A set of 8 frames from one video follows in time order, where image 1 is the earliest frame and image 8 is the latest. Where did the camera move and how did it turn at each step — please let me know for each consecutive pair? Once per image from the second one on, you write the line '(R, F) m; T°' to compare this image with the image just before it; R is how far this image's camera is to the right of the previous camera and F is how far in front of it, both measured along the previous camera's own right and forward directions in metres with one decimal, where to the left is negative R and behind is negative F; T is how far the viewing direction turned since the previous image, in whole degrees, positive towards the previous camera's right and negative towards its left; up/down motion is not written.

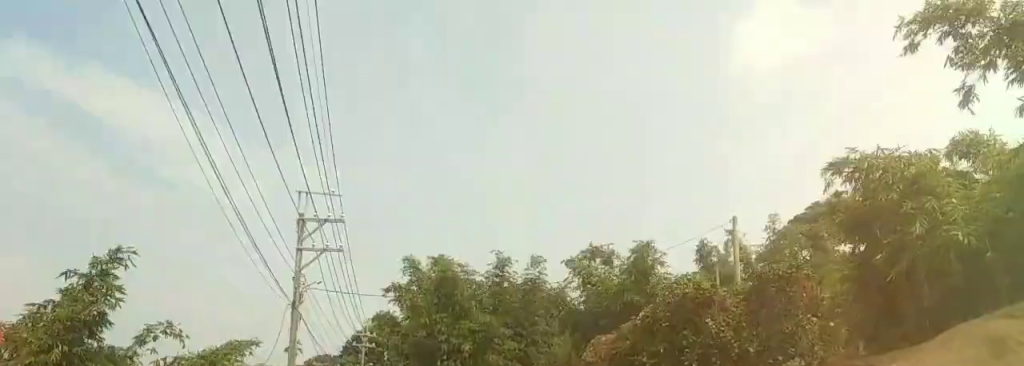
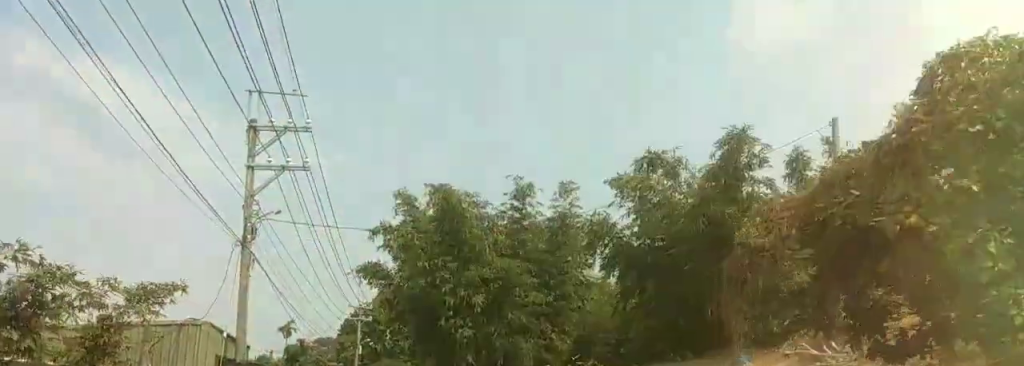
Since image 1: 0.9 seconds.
(0.0, +8.7) m; 0°
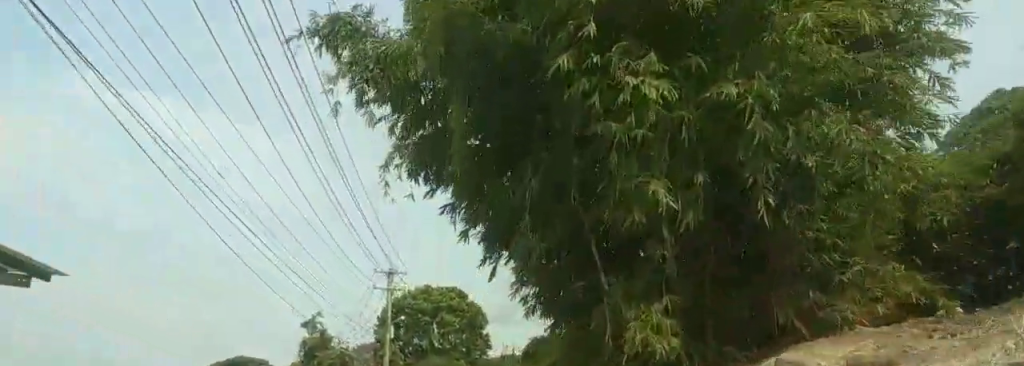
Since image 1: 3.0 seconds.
(0.0, +18.8) m; 0°
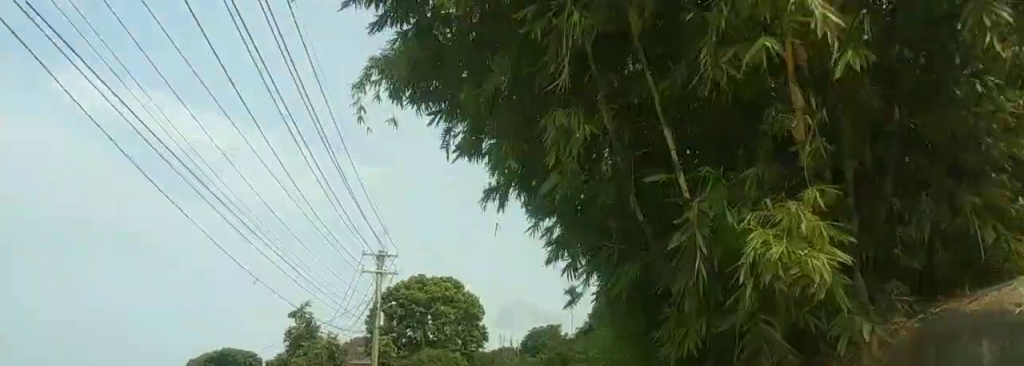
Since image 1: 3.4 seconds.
(0.0, +3.4) m; 0°
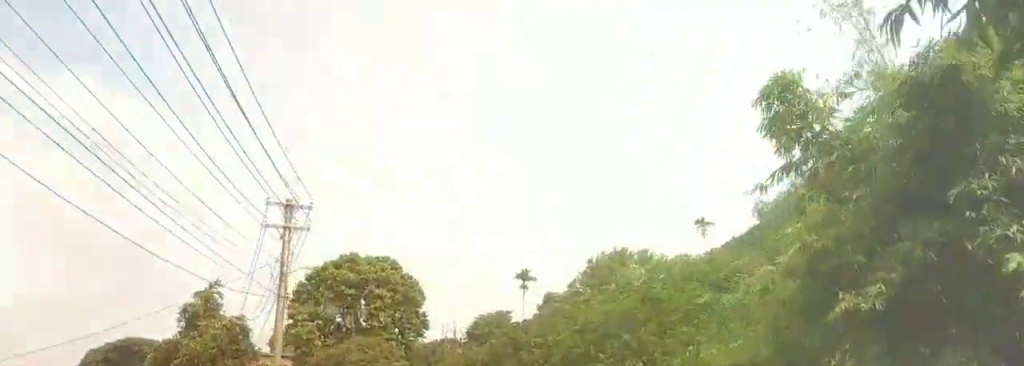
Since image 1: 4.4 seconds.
(0.0, +8.0) m; +1°
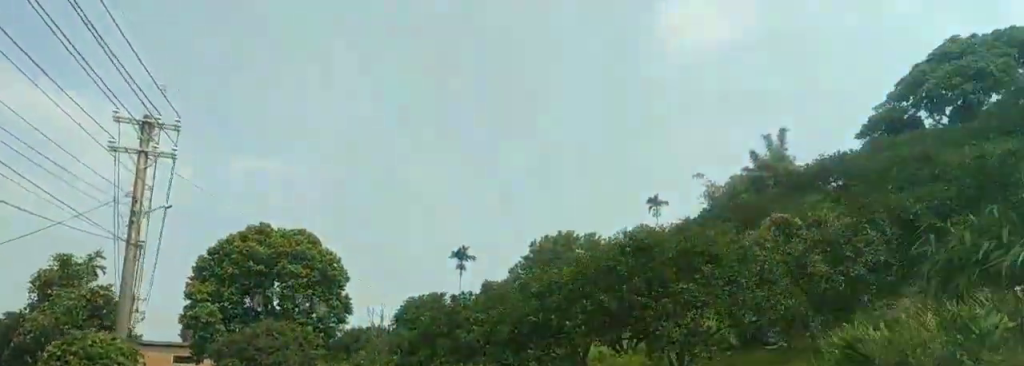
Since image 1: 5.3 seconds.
(+0.1, +7.7) m; +1°
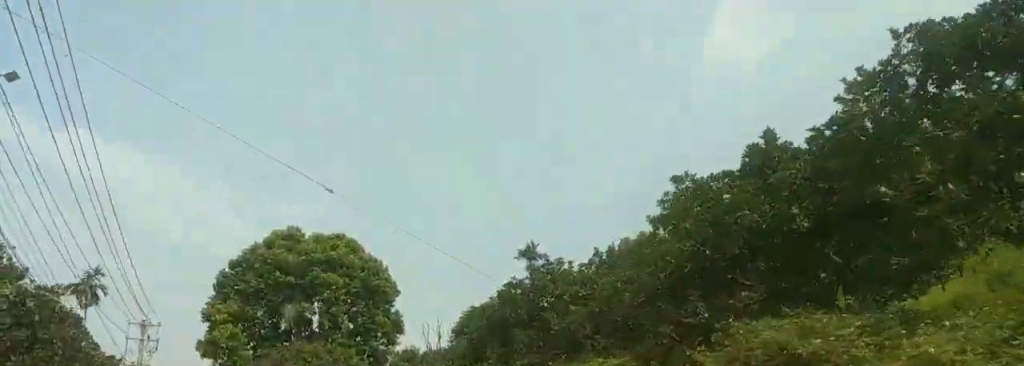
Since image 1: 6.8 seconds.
(+0.1, +12.0) m; -3°
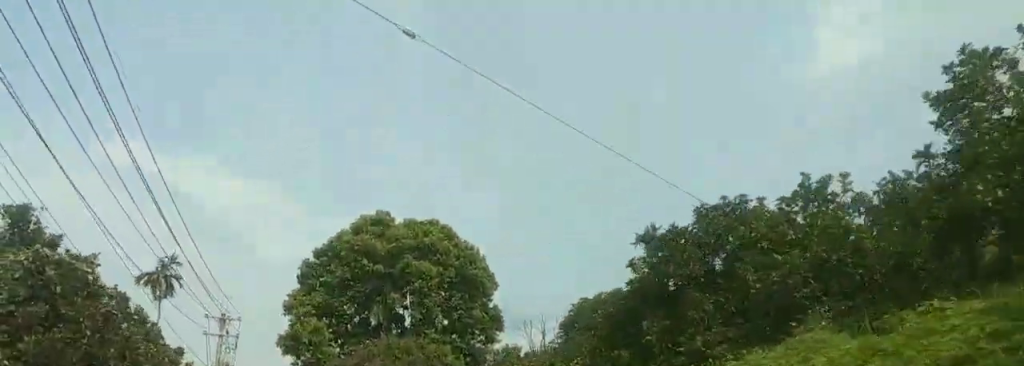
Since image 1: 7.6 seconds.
(-0.4, +5.8) m; -5°
